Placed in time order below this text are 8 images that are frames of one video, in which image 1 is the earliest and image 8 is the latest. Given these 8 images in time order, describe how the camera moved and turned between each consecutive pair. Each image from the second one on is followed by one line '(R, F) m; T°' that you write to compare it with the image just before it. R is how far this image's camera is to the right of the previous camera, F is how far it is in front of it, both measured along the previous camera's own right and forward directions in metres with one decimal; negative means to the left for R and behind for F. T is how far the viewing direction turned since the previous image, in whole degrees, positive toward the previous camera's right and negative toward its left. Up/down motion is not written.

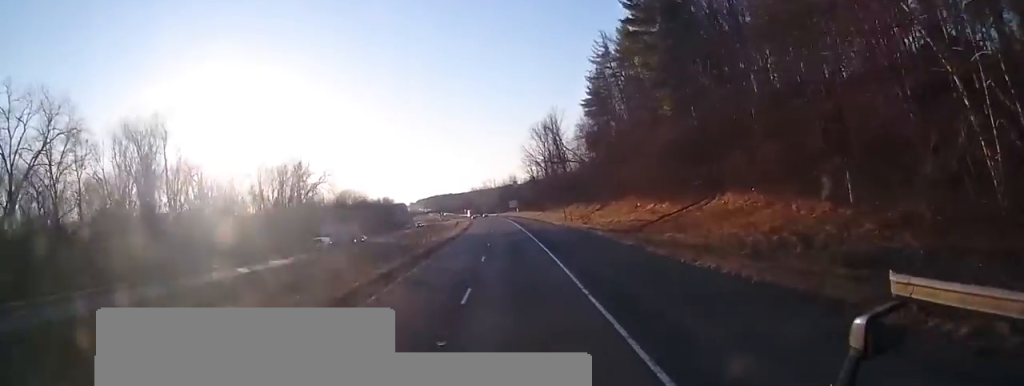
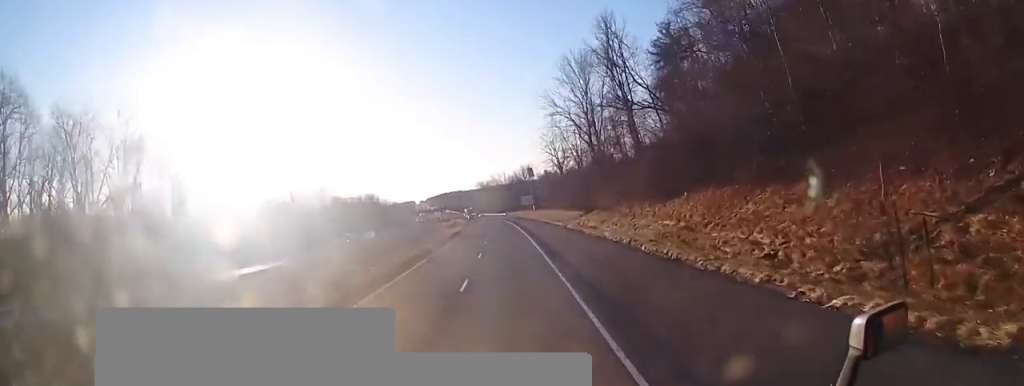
(-0.7, +59.0) m; -1°
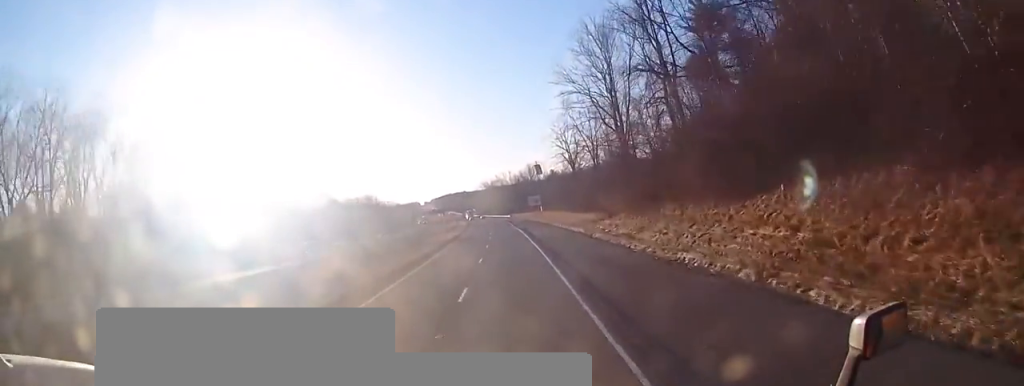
(-0.1, +13.2) m; 0°
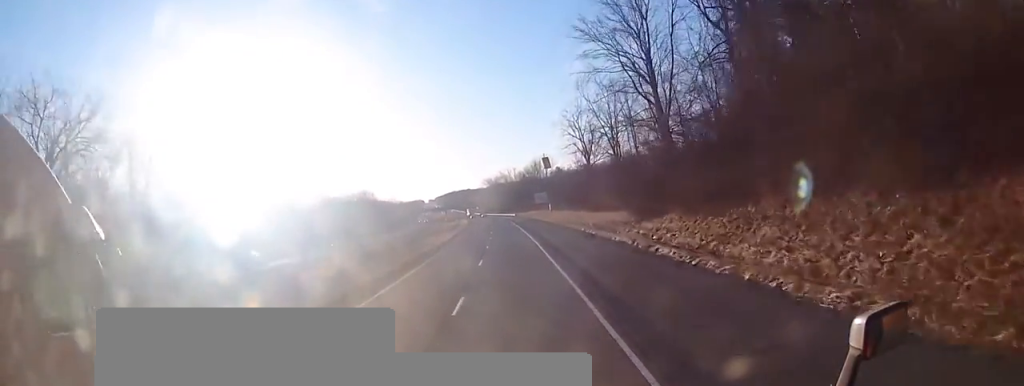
(-0.1, +15.1) m; 0°
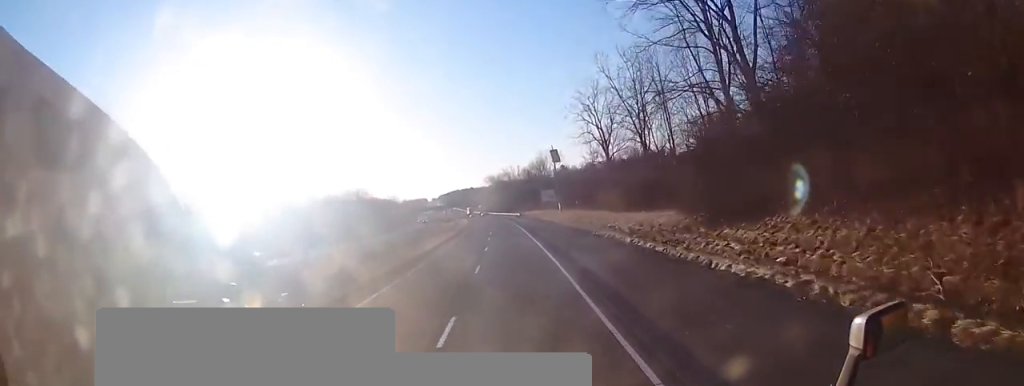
(0.0, +15.6) m; 0°
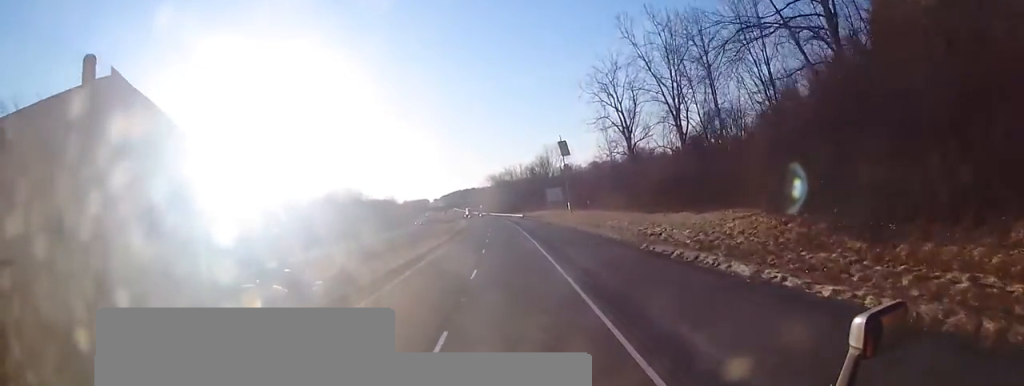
(0.0, +13.2) m; 0°
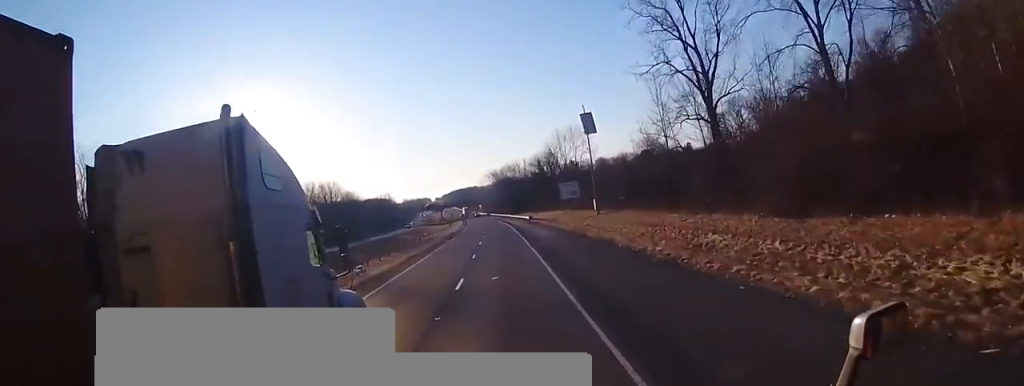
(-0.3, +26.8) m; 0°
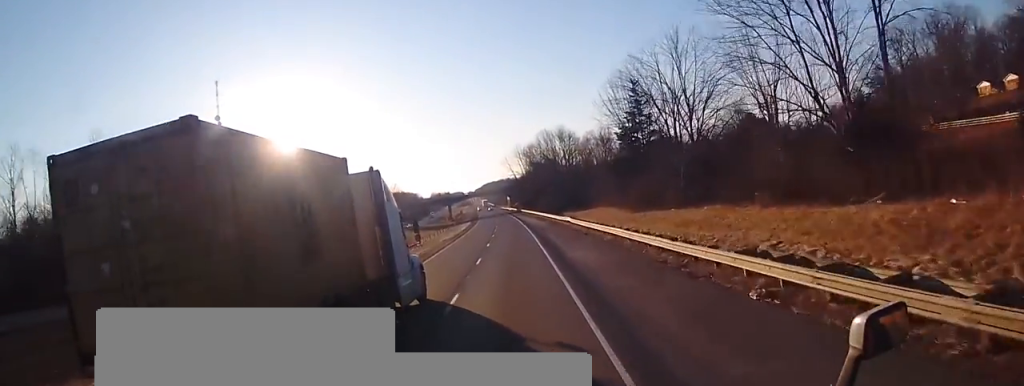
(-2.6, +88.5) m; -4°
